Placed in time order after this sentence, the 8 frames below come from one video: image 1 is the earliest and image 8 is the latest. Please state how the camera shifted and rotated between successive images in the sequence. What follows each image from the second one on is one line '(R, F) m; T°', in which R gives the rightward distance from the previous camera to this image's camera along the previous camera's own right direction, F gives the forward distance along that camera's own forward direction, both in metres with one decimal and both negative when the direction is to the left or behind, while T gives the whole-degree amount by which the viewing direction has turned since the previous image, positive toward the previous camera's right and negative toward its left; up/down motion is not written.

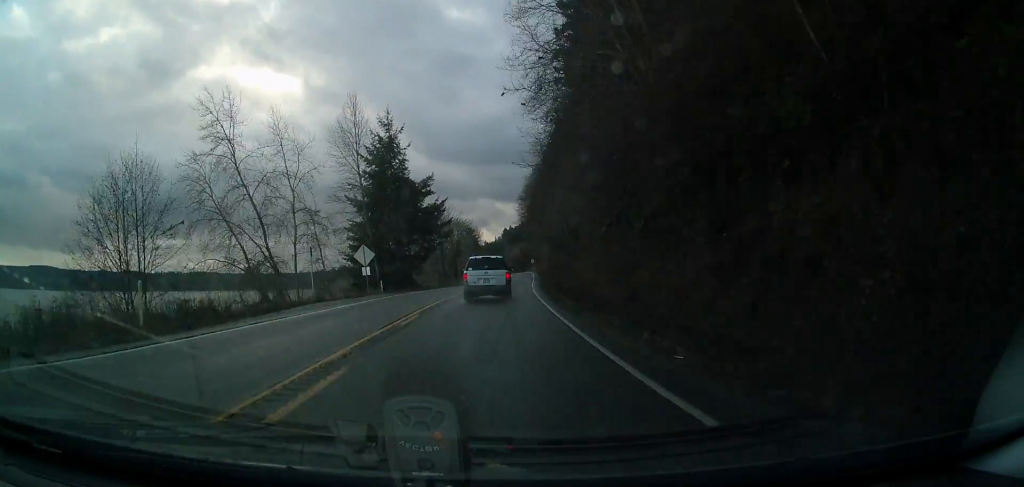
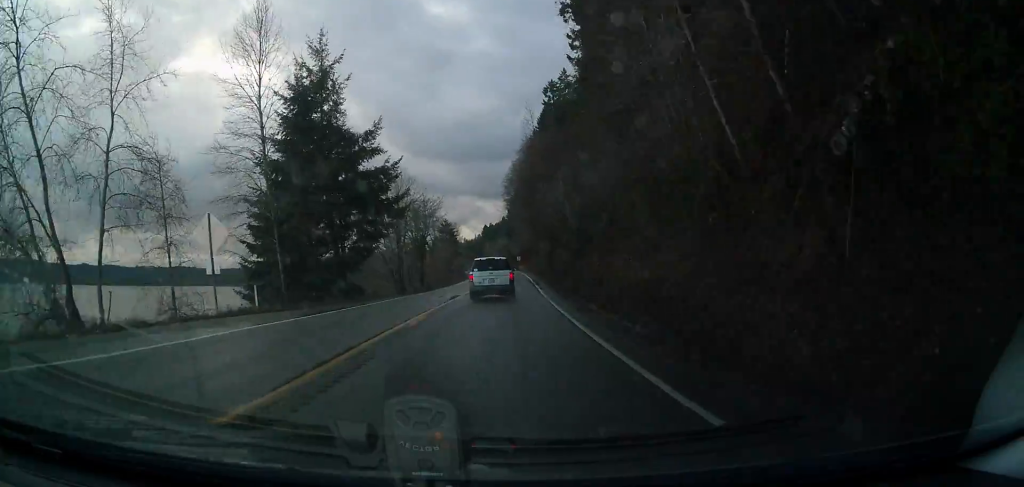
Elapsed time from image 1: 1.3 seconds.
(+0.9, +22.9) m; +3°
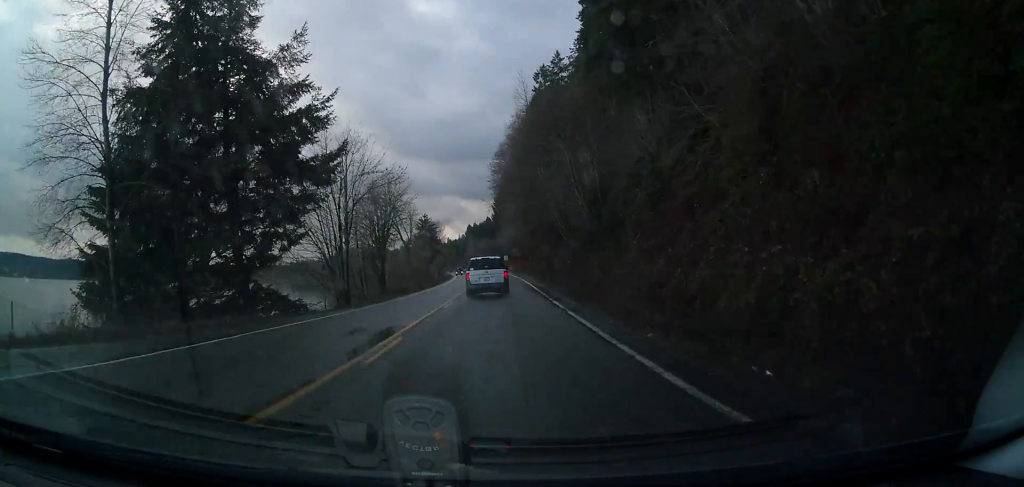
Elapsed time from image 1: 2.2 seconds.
(0.0, +16.3) m; 0°
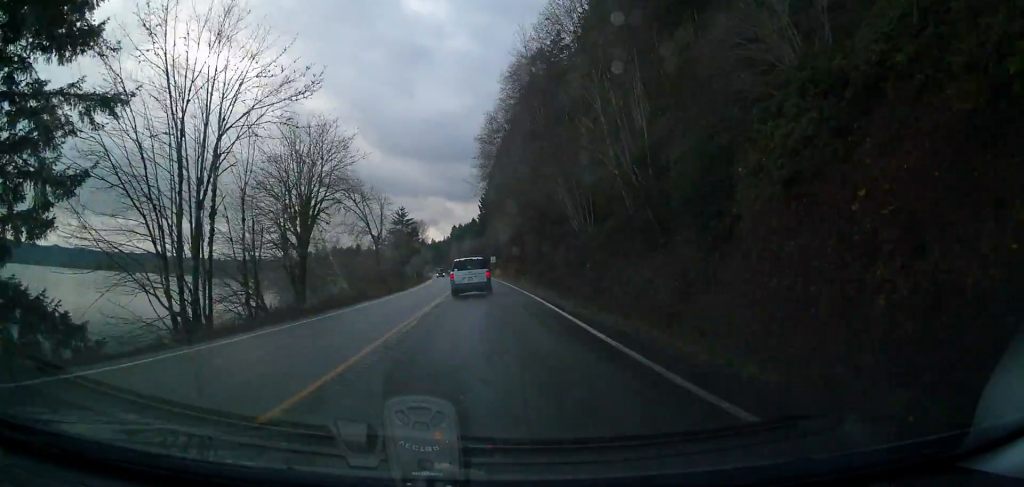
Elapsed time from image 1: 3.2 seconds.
(0.0, +18.8) m; 0°
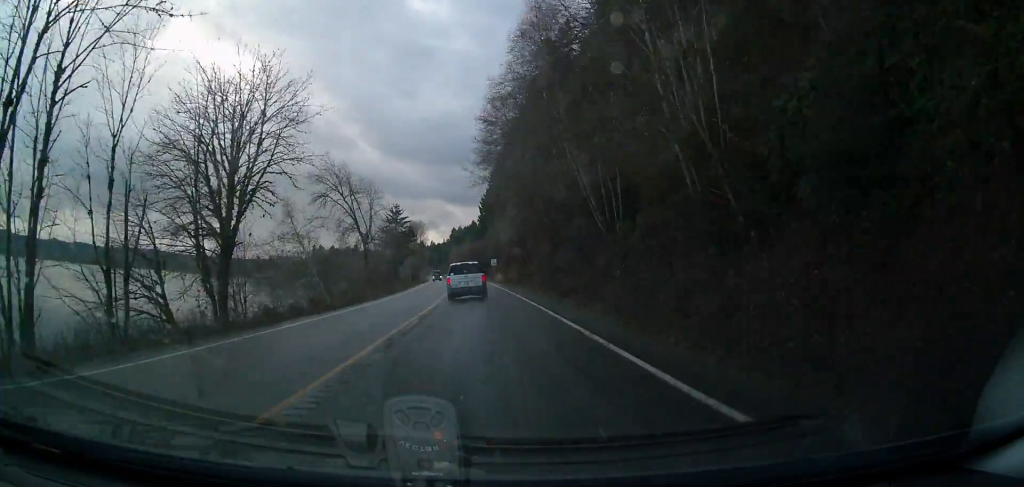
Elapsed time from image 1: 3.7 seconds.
(0.0, +9.7) m; +1°
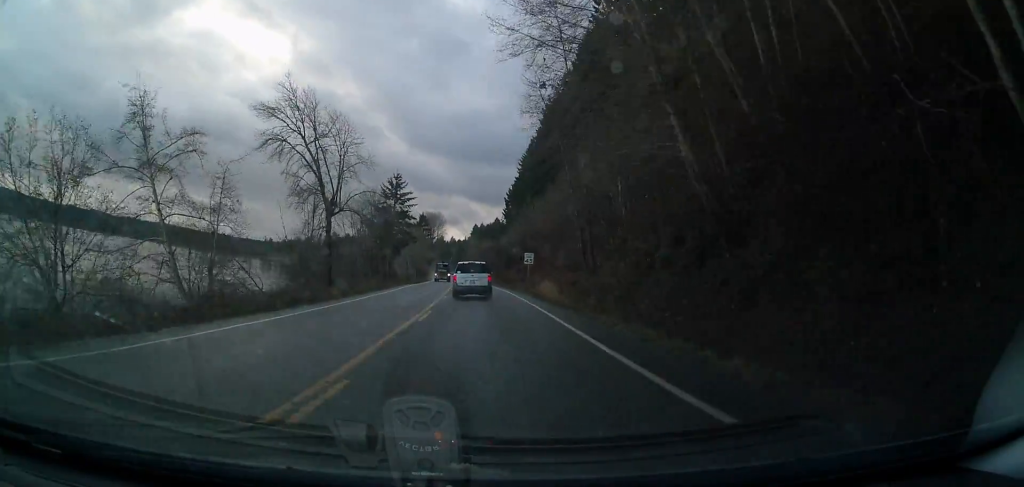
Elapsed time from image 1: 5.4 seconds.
(+0.7, +31.5) m; +1°
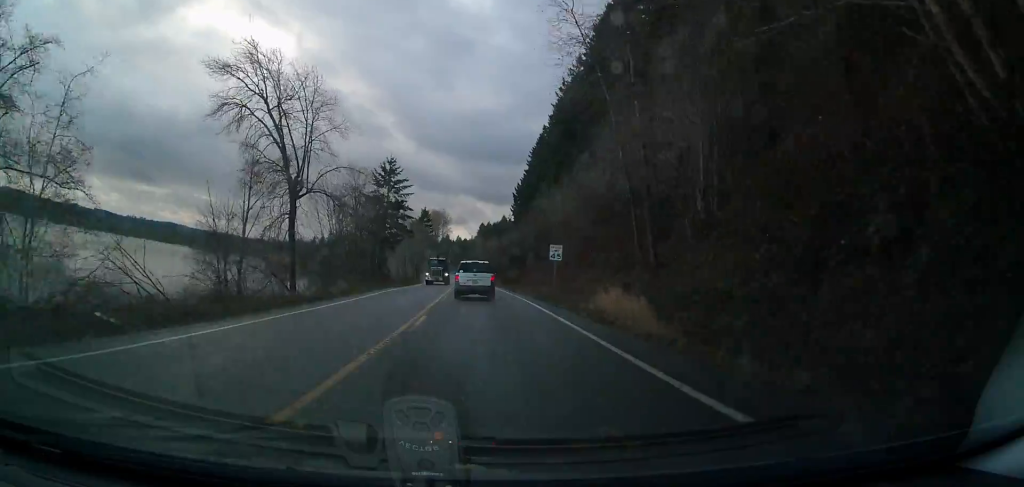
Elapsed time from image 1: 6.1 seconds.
(-0.2, +12.6) m; -1°
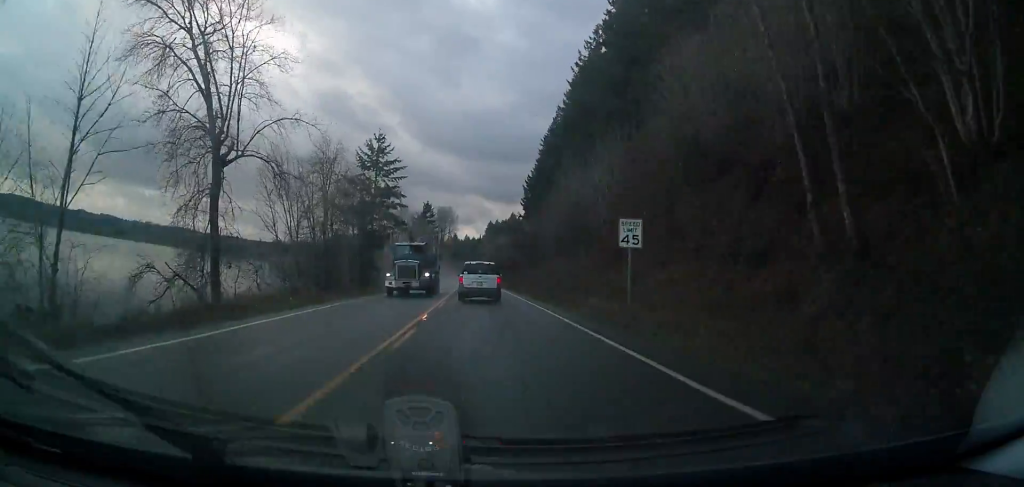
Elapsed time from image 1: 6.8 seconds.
(-0.1, +13.9) m; -1°
